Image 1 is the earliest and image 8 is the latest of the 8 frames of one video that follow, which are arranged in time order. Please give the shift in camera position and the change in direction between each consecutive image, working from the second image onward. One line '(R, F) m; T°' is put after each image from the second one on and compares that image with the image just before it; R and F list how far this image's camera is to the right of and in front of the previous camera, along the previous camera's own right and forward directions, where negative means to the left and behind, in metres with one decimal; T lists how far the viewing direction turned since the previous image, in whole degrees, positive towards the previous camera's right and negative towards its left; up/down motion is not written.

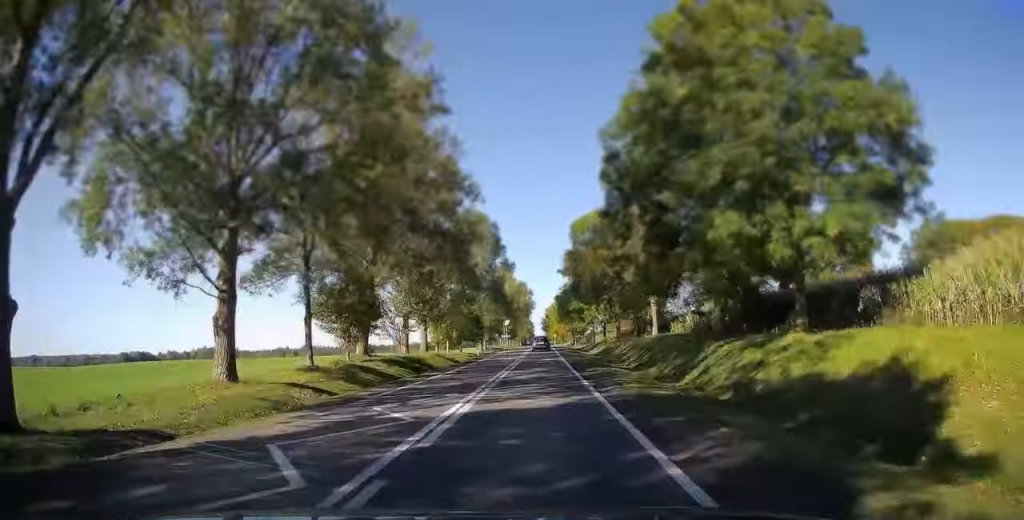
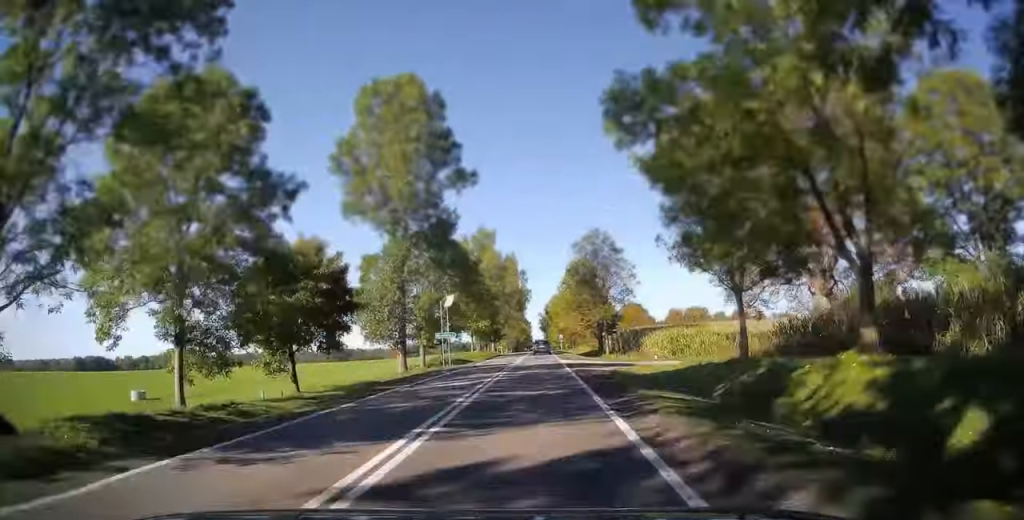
(0.0, +65.5) m; 0°
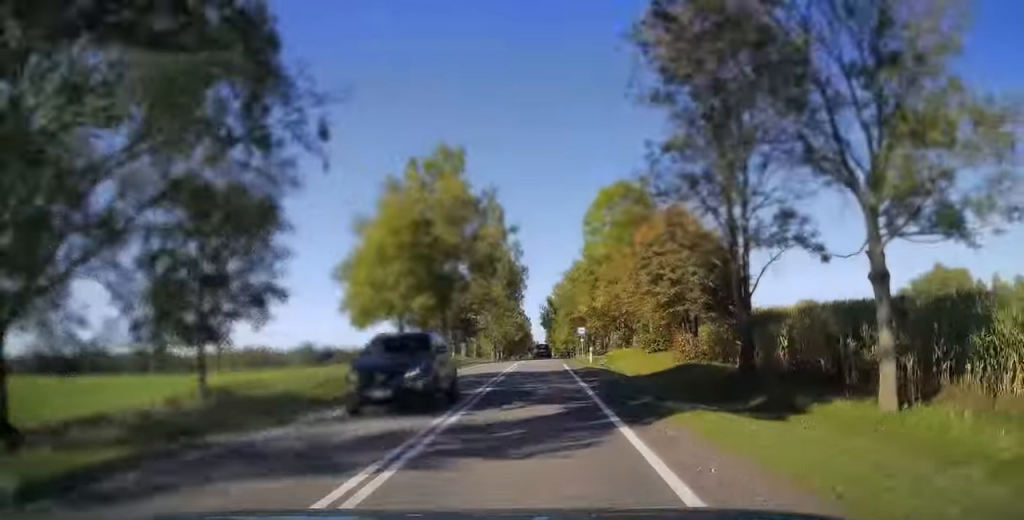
(-0.1, +53.7) m; 0°
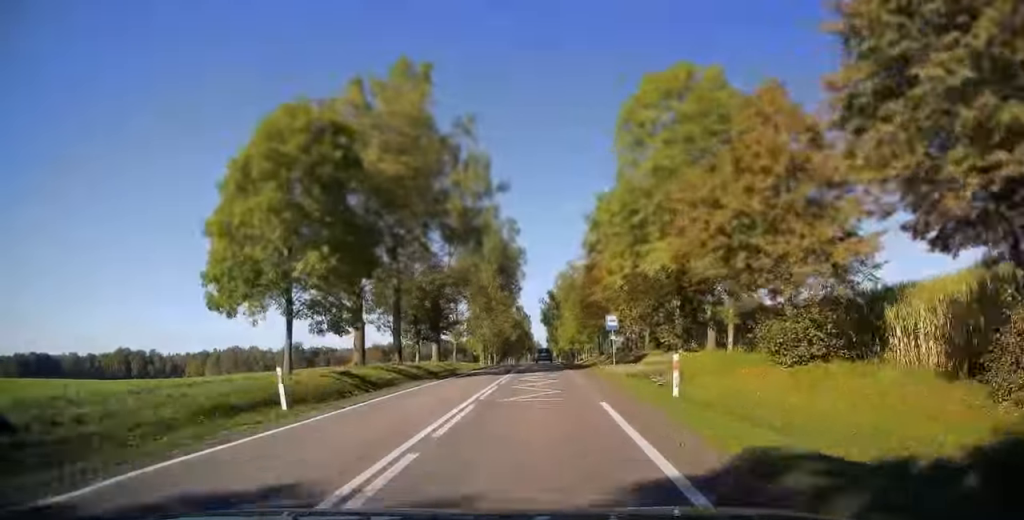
(0.0, +23.5) m; 0°
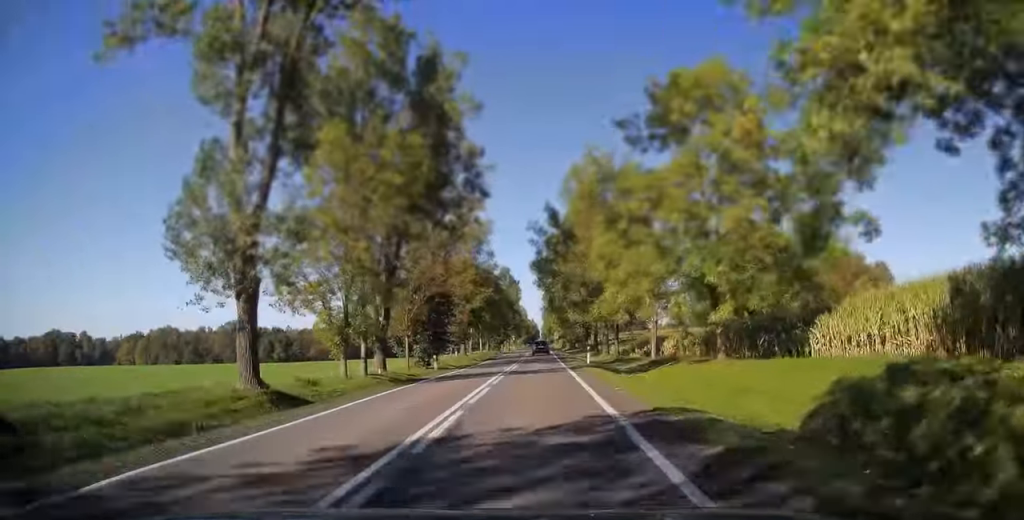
(+0.1, +78.6) m; 0°
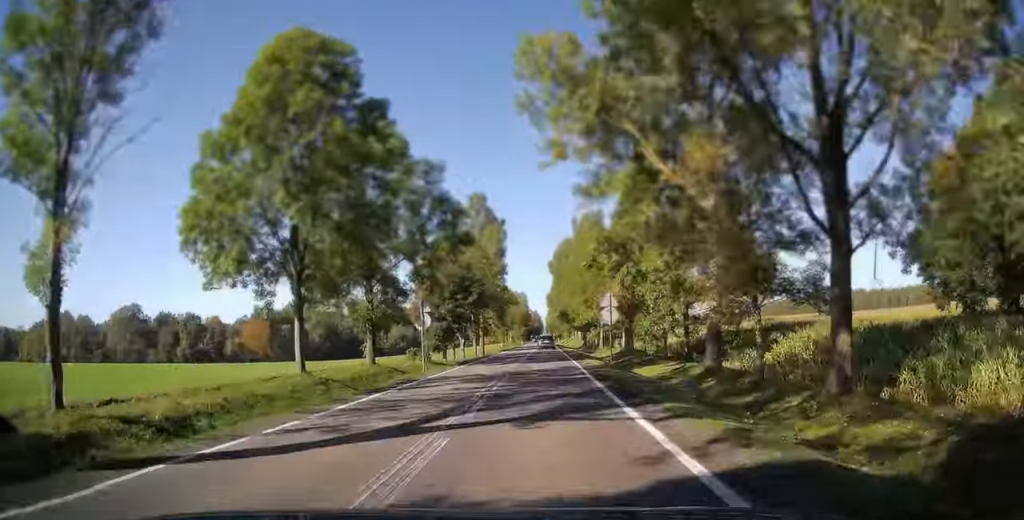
(-0.4, +91.3) m; -1°
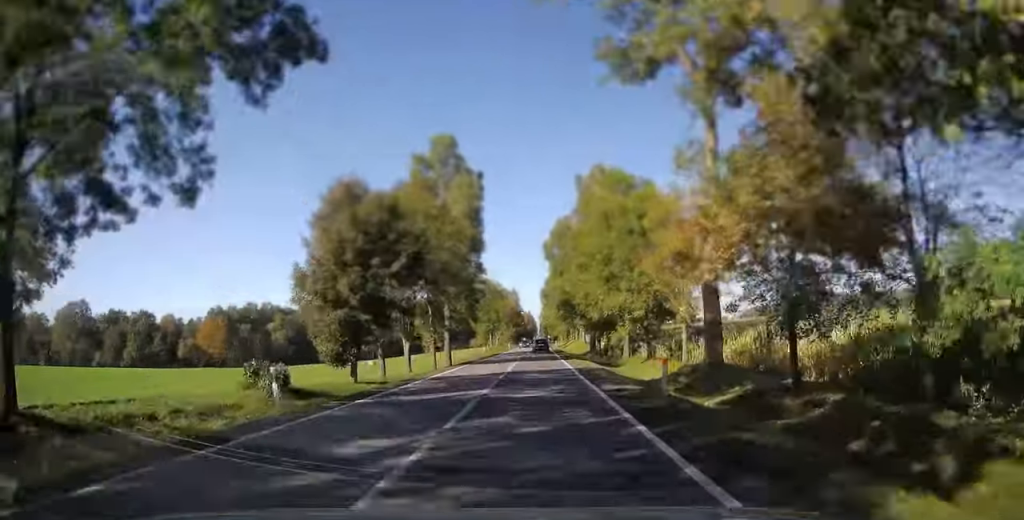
(+0.1, +30.0) m; 0°
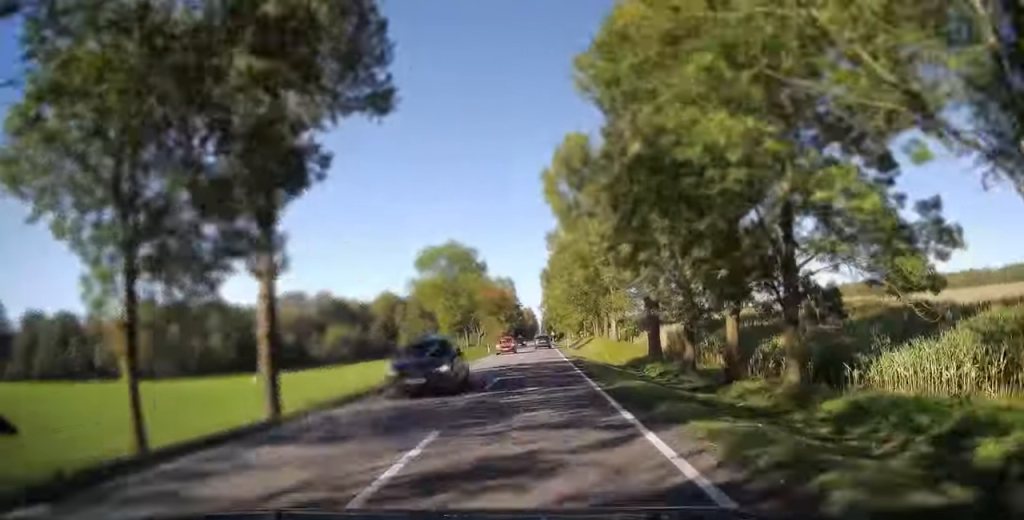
(+0.1, +46.5) m; 0°
